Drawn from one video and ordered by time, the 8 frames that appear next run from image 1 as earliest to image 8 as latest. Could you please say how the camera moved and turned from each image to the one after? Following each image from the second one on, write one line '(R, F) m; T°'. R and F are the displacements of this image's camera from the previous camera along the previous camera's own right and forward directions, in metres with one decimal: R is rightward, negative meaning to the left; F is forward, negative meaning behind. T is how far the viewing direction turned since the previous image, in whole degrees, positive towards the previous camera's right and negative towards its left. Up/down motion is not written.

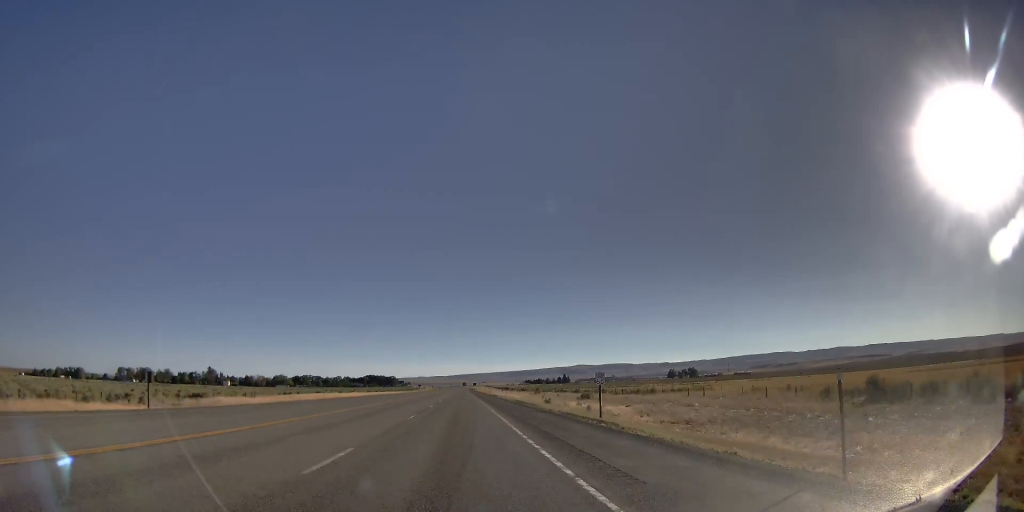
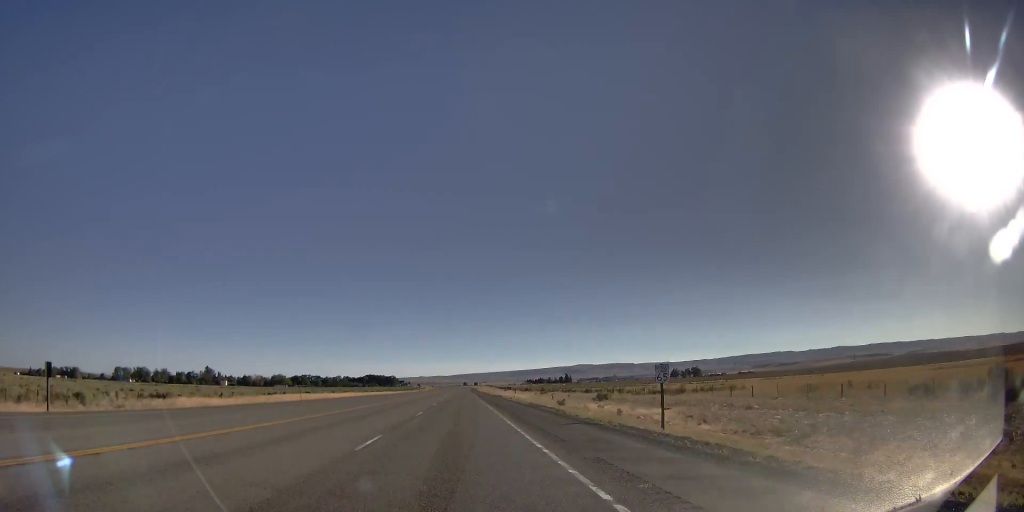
(+0.1, +11.7) m; +1°
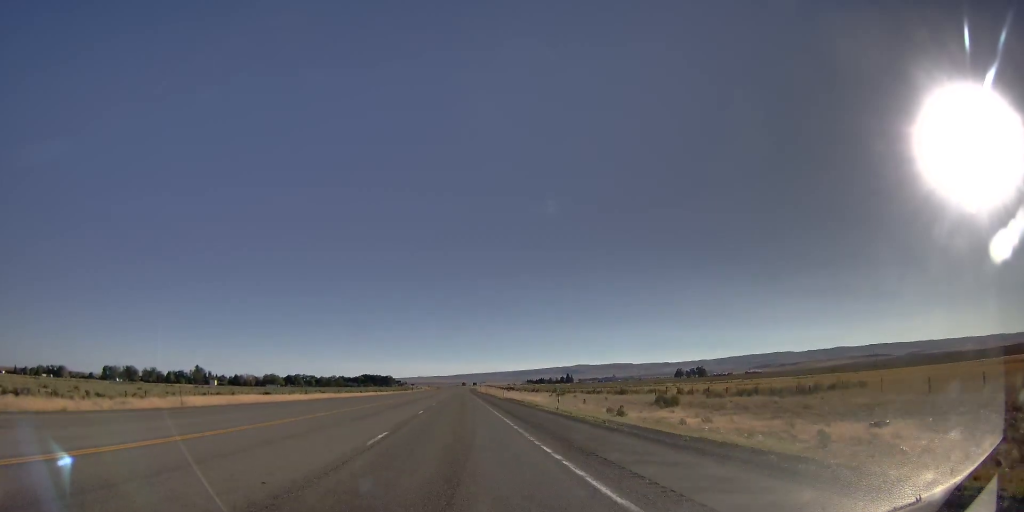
(+0.3, +29.5) m; +1°
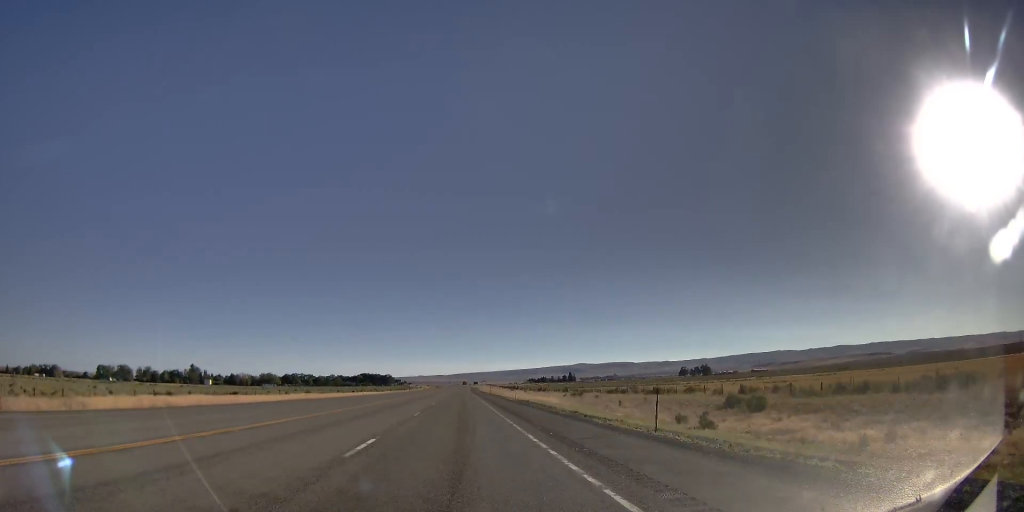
(+0.1, +17.8) m; 0°
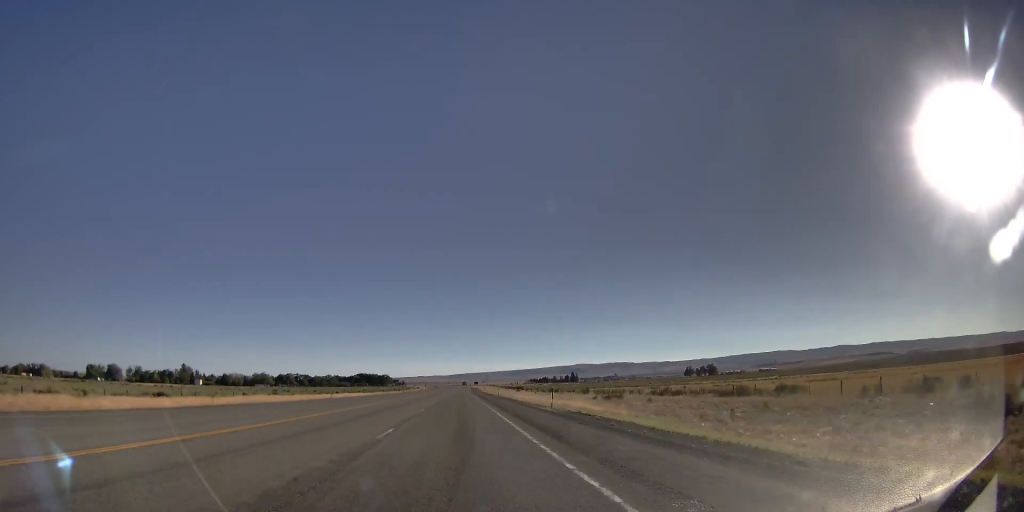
(0.0, +26.5) m; 0°
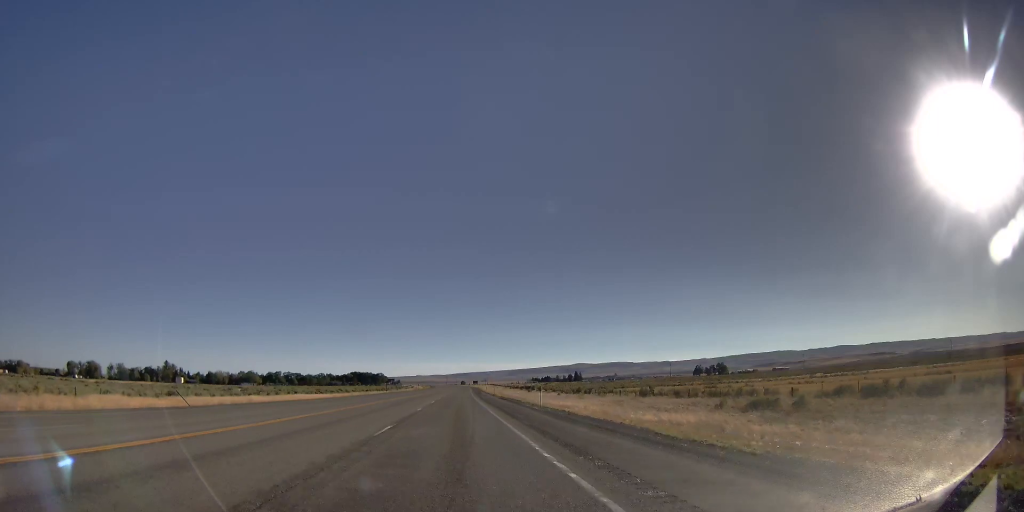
(+0.3, +45.0) m; 0°
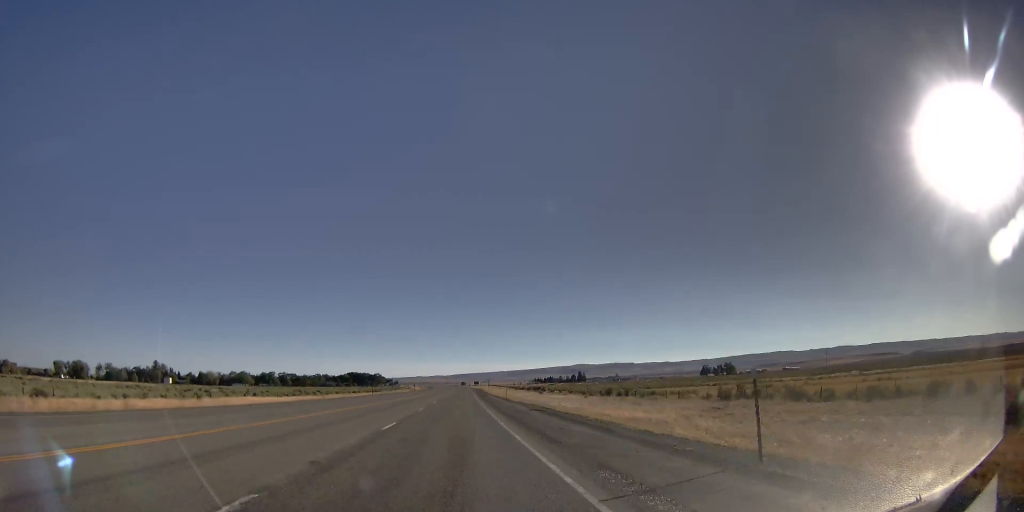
(-0.2, +28.3) m; -1°
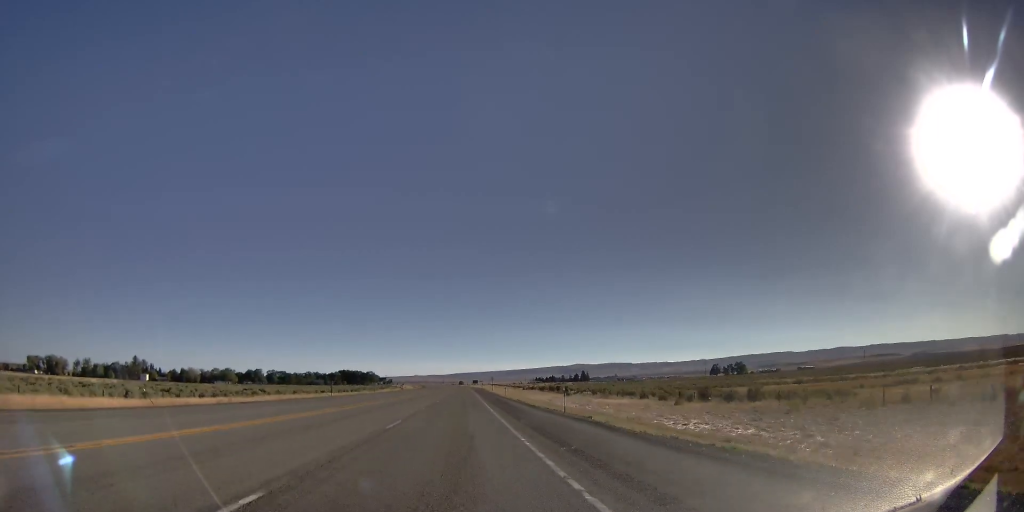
(0.0, +44.8) m; +2°
